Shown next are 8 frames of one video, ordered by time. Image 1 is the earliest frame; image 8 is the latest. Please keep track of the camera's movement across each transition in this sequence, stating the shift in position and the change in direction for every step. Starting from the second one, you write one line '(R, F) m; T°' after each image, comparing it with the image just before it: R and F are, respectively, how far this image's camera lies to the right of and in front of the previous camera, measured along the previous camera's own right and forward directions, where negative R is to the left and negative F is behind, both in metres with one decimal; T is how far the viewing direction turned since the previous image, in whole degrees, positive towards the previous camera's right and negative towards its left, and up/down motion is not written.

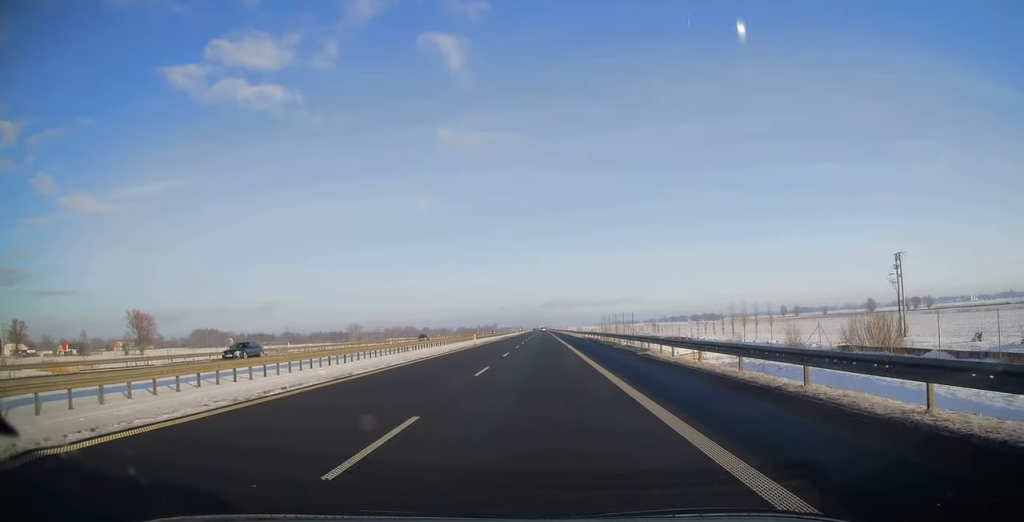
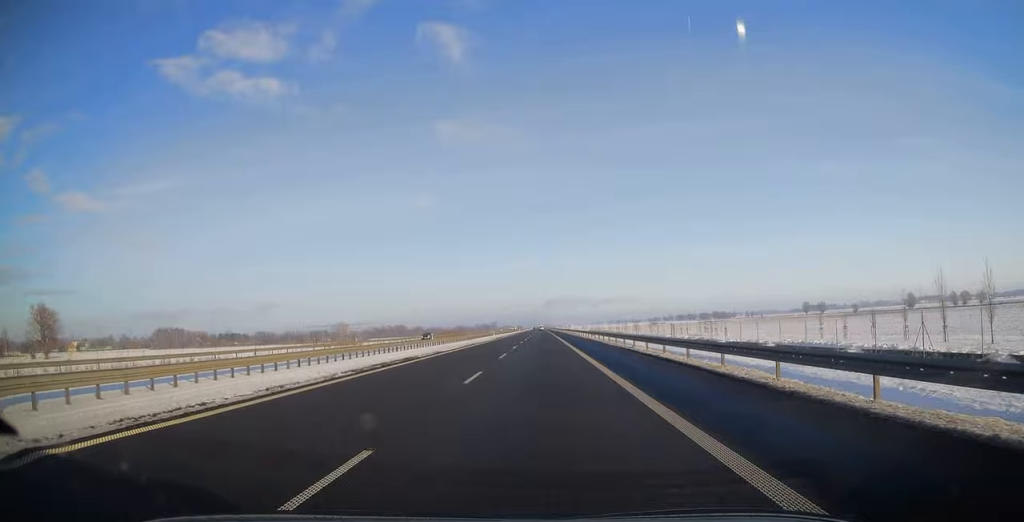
(+0.1, +74.4) m; 0°
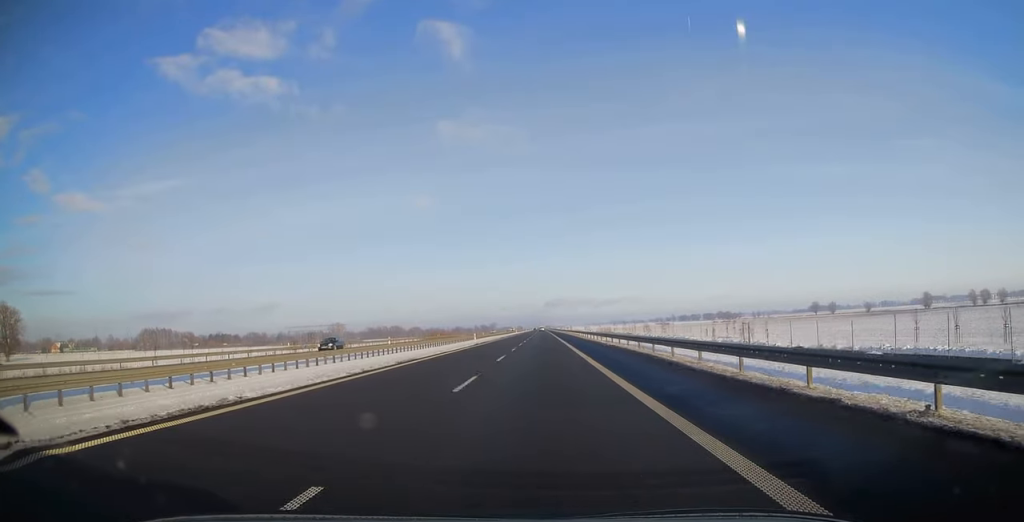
(+0.3, +25.5) m; 0°
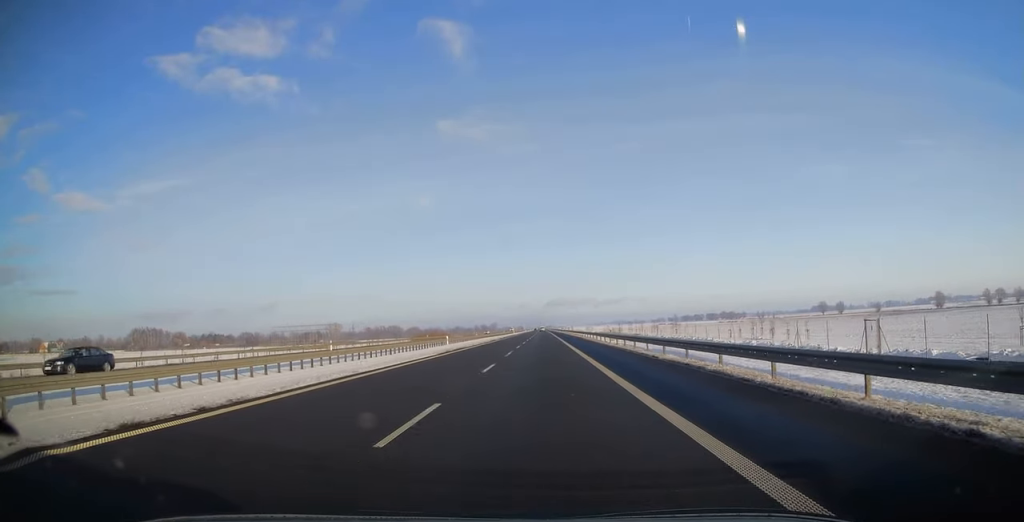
(-0.2, +18.1) m; 0°
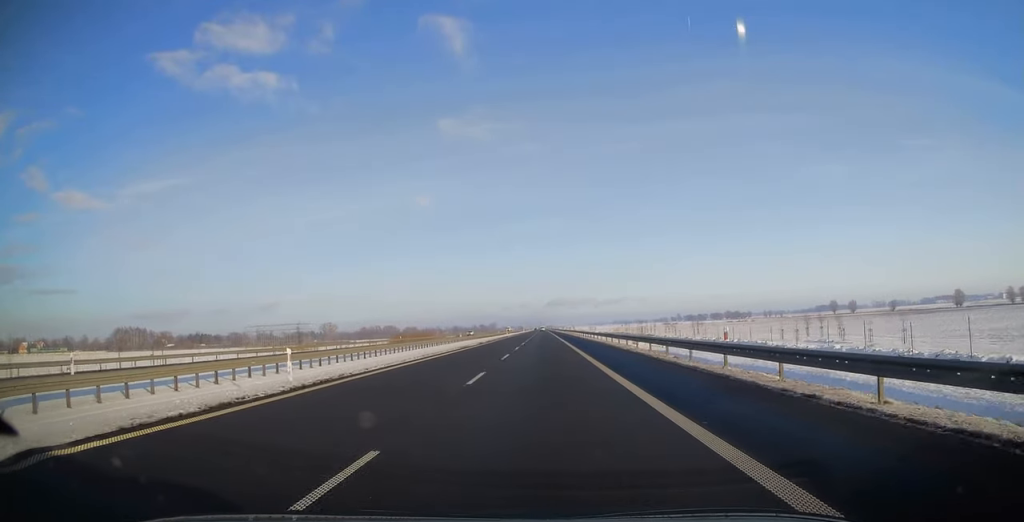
(-0.1, +28.1) m; 0°
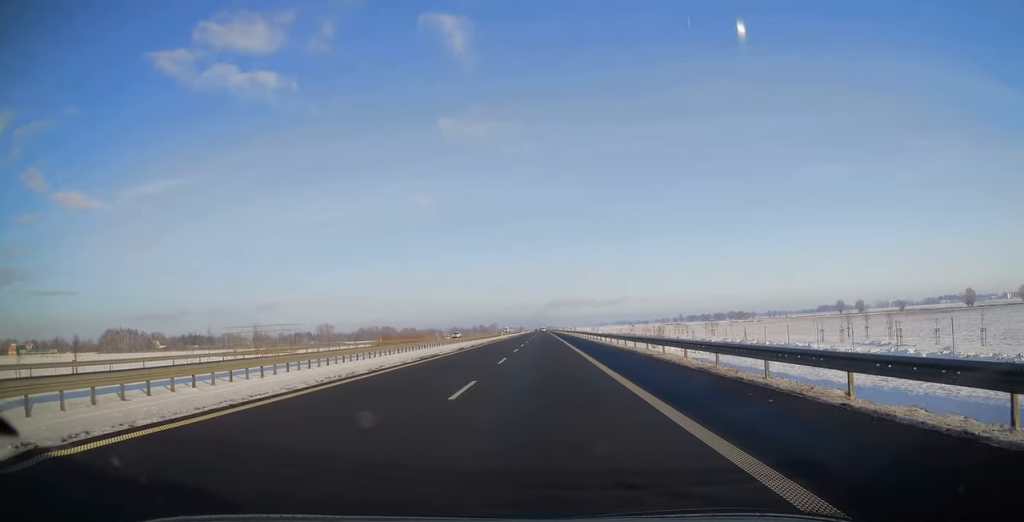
(-0.1, +14.9) m; 0°
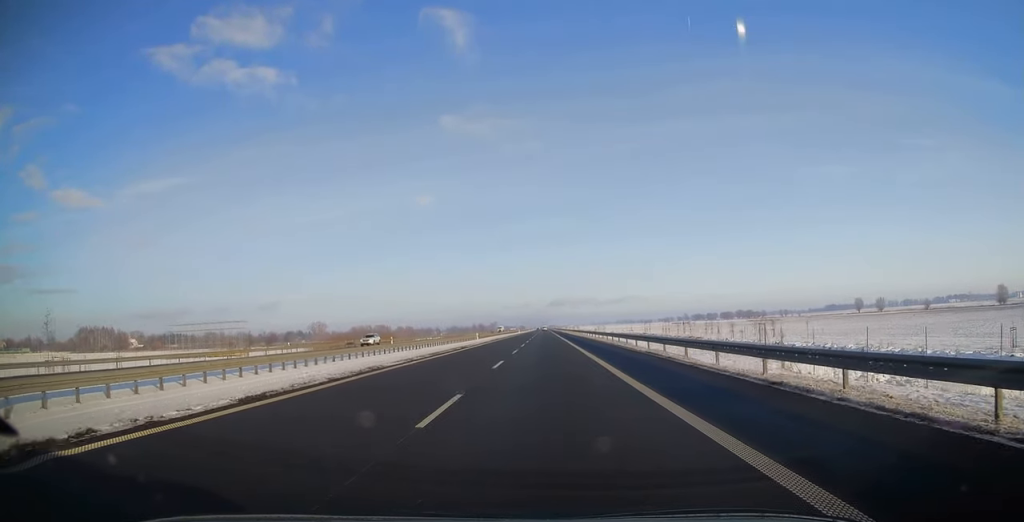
(+0.3, +39.3) m; 0°
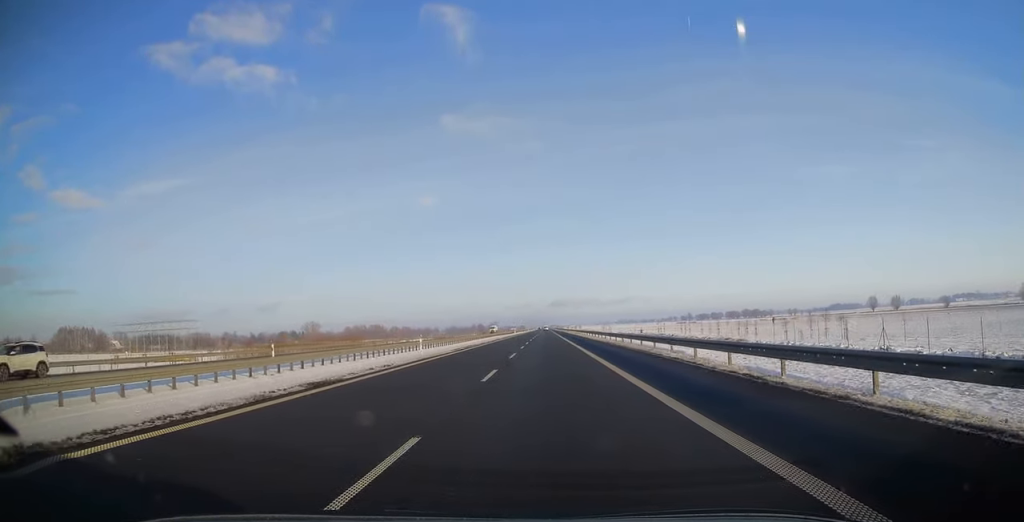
(-0.3, +28.7) m; -1°
